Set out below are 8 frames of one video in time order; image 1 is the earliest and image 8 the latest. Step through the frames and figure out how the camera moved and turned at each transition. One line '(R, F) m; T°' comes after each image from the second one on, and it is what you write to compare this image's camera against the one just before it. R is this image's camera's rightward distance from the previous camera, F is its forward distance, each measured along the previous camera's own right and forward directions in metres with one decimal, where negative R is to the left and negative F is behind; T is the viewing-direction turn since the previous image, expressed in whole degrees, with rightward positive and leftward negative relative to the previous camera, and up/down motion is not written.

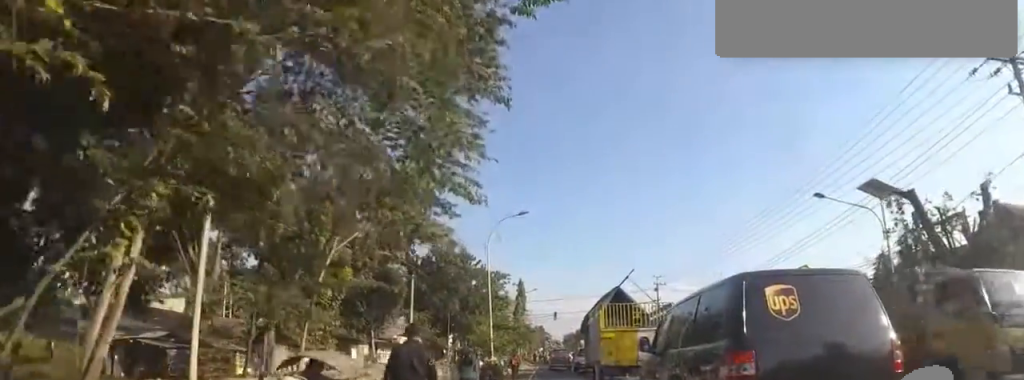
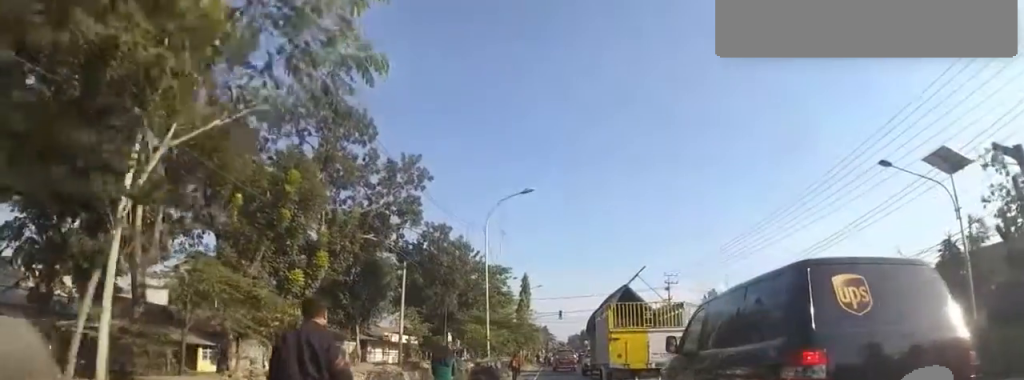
(0.0, +4.5) m; 0°
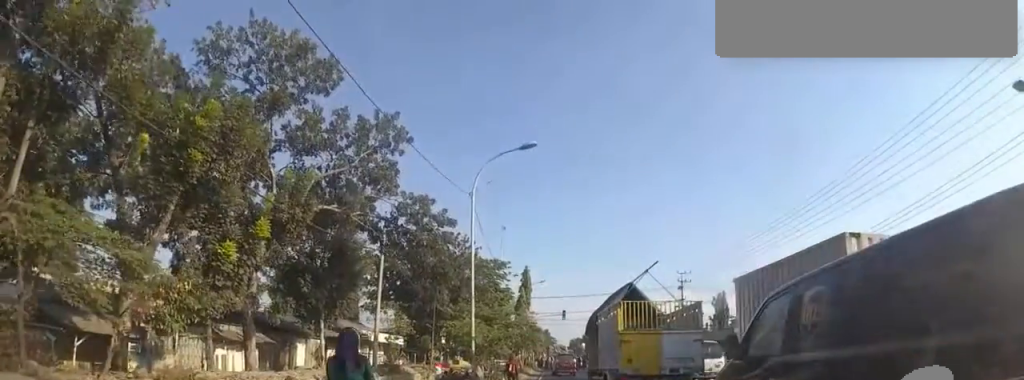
(0.0, +6.1) m; 0°
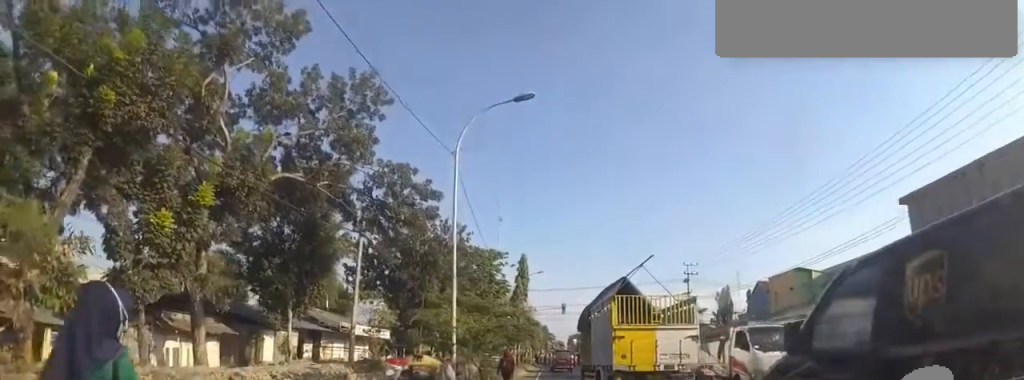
(0.0, +3.8) m; 0°
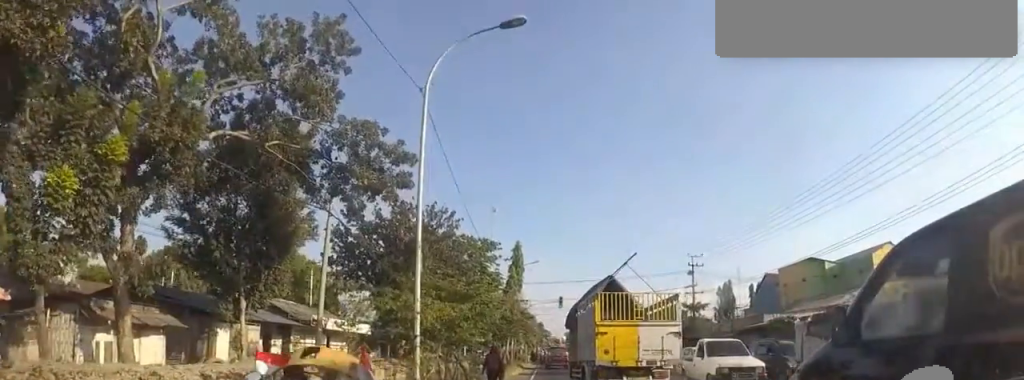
(0.0, +3.8) m; 0°
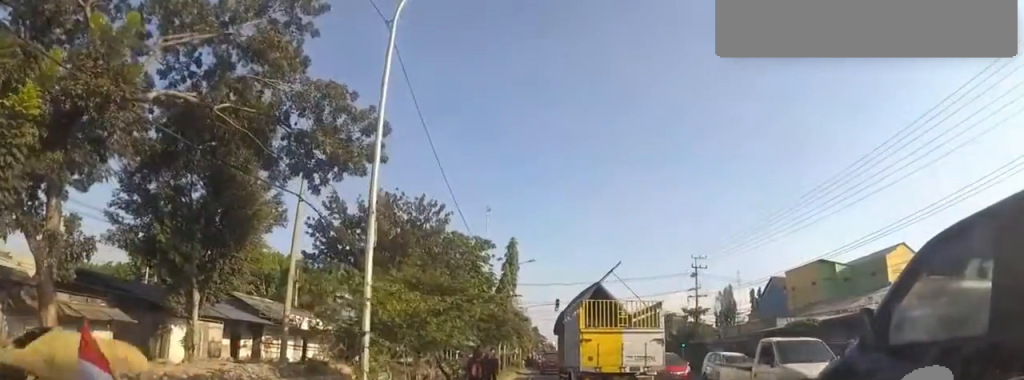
(0.0, +3.1) m; 0°
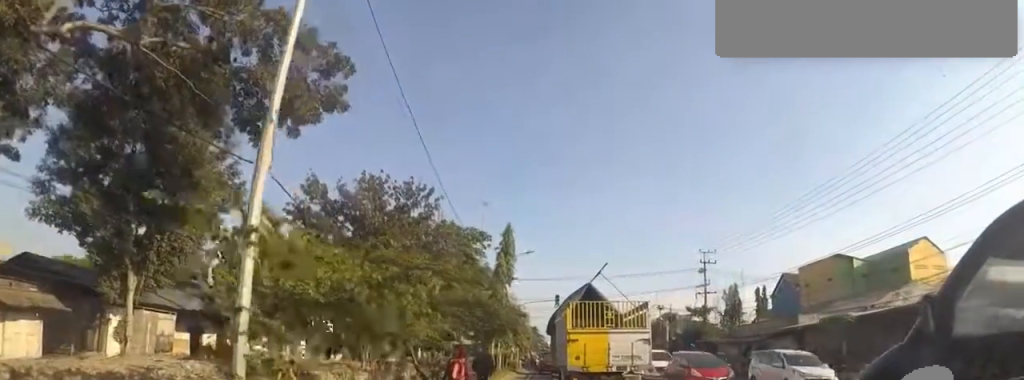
(0.0, +3.6) m; 0°
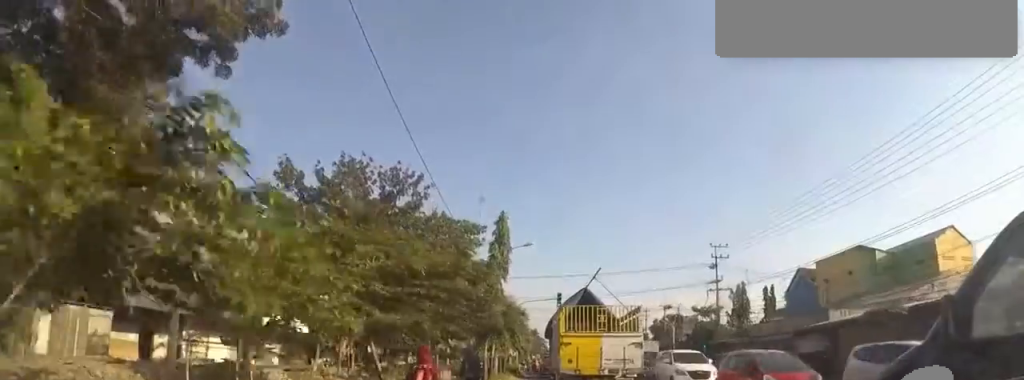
(0.0, +3.7) m; 0°
